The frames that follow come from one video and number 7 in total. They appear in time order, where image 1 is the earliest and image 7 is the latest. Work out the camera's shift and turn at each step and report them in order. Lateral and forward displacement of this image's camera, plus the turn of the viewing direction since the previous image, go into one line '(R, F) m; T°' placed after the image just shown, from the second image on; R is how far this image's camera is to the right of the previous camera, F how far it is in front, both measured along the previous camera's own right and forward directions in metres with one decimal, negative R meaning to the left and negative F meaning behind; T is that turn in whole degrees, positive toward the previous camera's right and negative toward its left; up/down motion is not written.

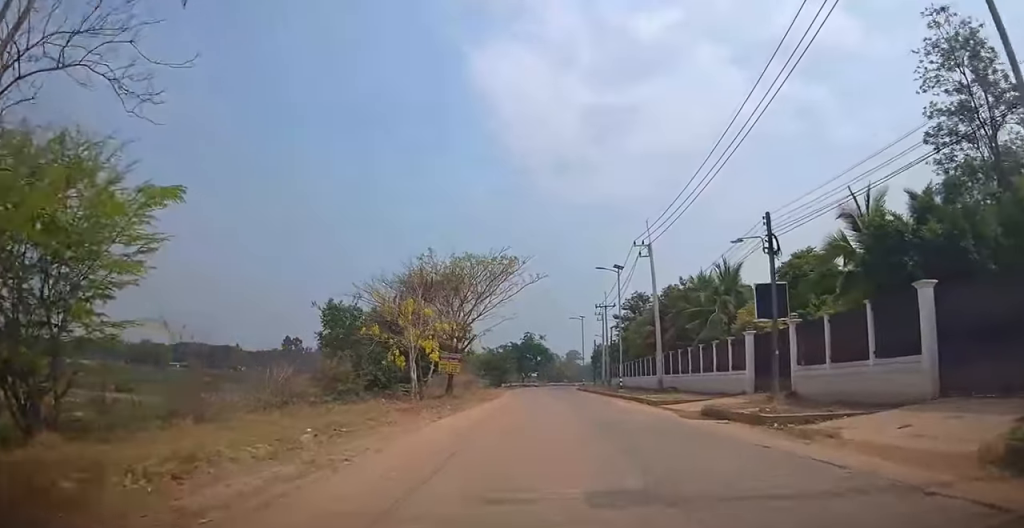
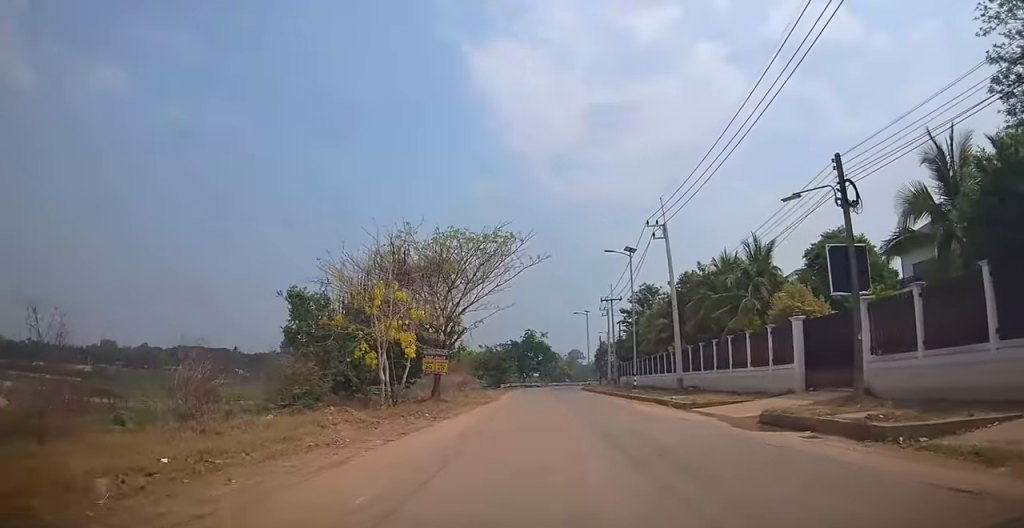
(+0.3, +4.6) m; +3°
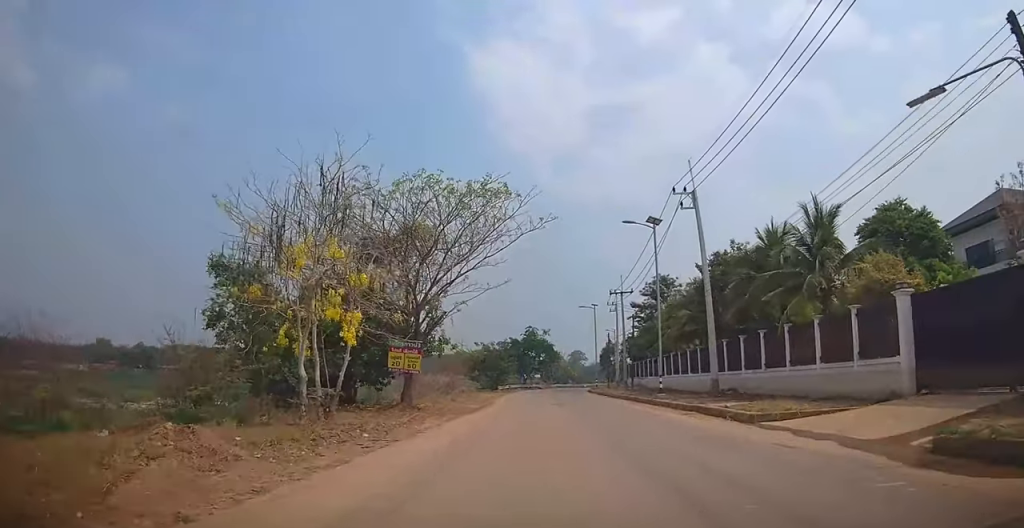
(0.0, +6.2) m; 0°
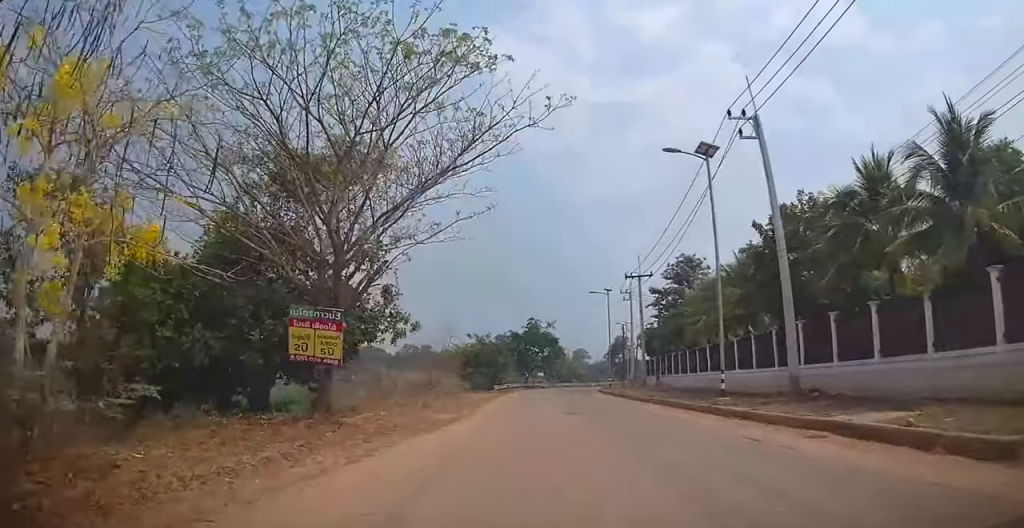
(0.0, +8.2) m; 0°
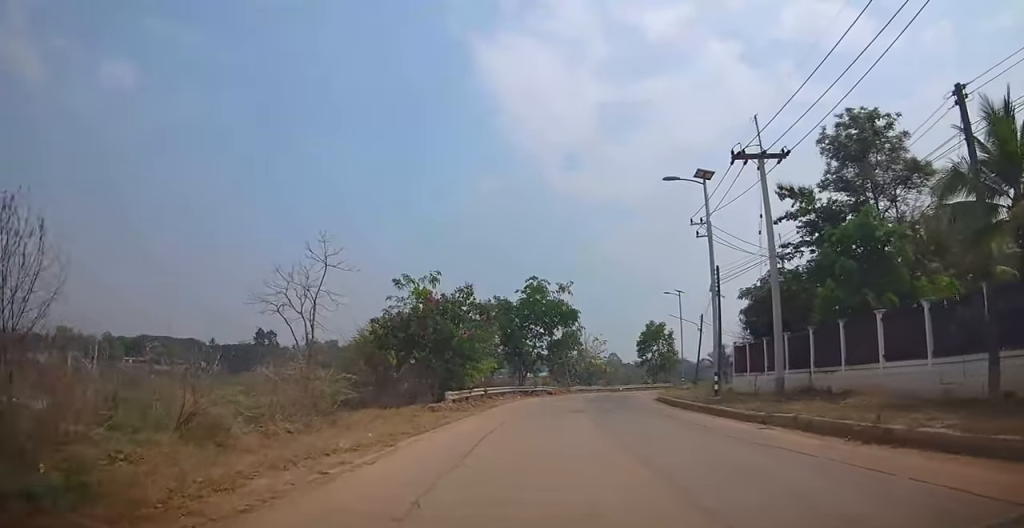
(-1.8, +27.1) m; -2°
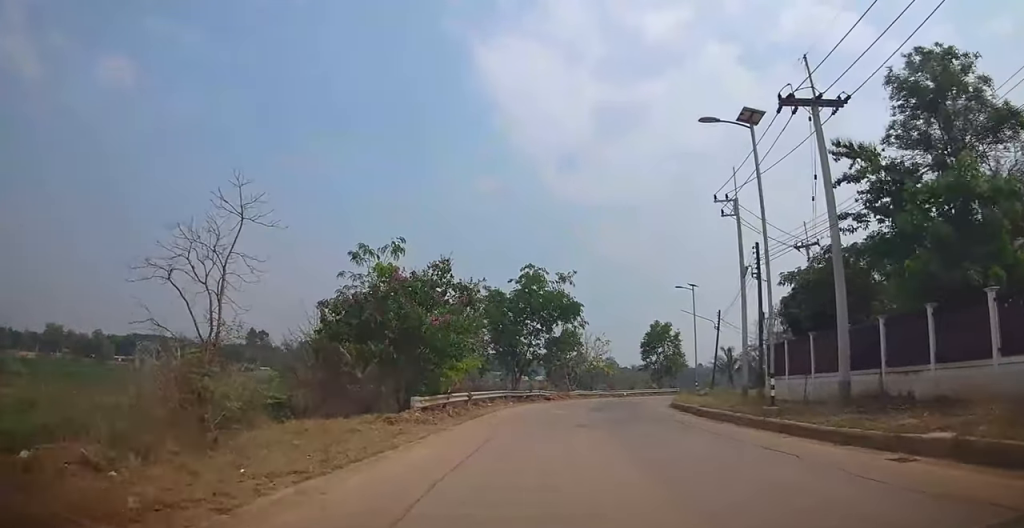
(+0.1, +5.3) m; +1°
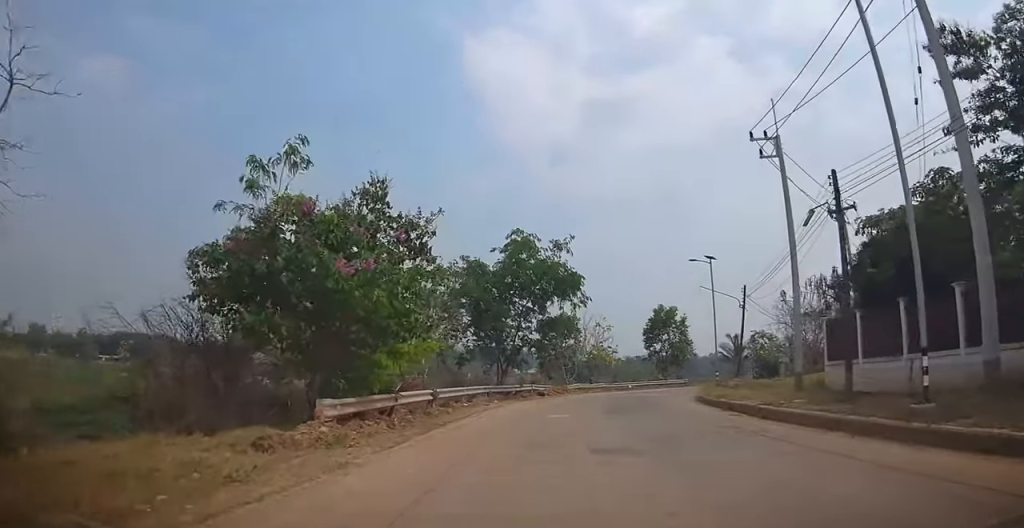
(0.0, +6.9) m; 0°
